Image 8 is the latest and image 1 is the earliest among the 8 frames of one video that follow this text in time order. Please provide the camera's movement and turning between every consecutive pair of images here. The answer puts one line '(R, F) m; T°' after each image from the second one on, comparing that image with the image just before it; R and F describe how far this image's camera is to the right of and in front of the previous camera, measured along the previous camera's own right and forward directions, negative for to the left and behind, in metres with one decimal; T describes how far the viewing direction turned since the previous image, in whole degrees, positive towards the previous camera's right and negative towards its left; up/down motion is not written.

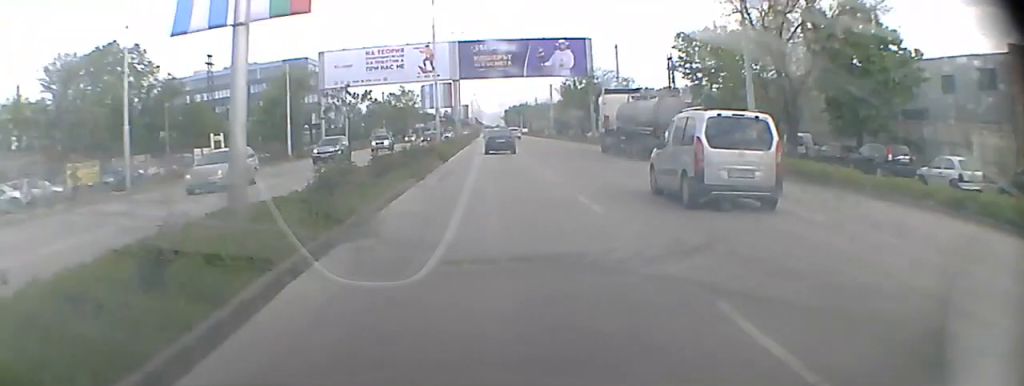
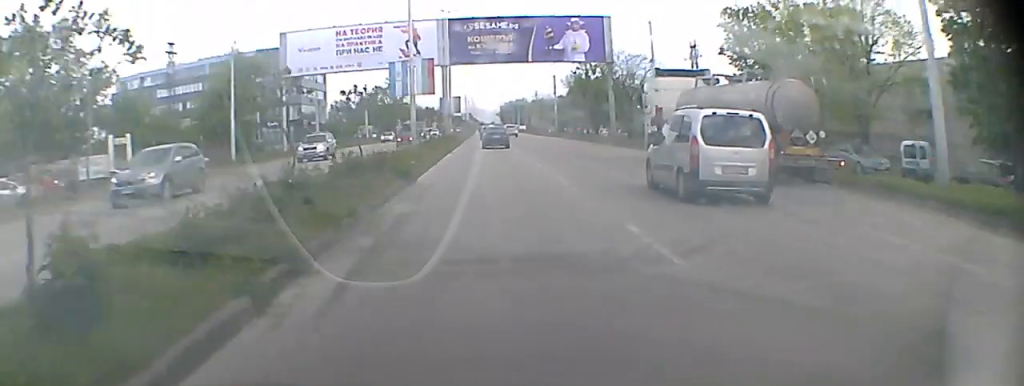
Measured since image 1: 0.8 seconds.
(0.0, +12.0) m; 0°
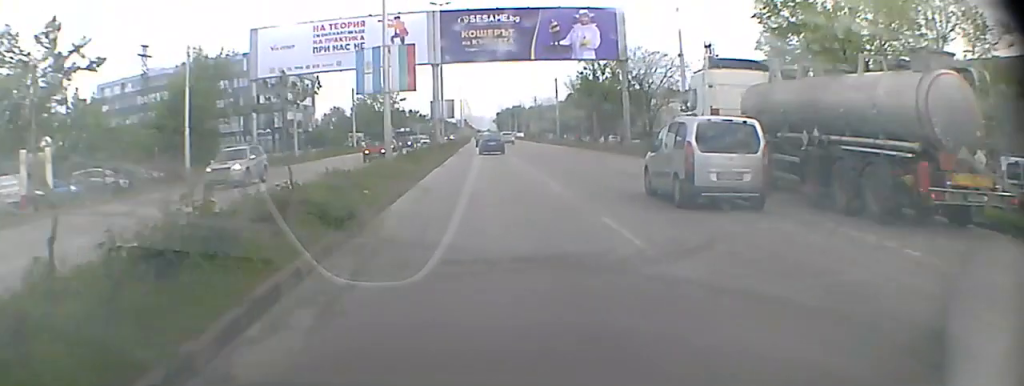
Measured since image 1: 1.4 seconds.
(0.0, +9.0) m; 0°
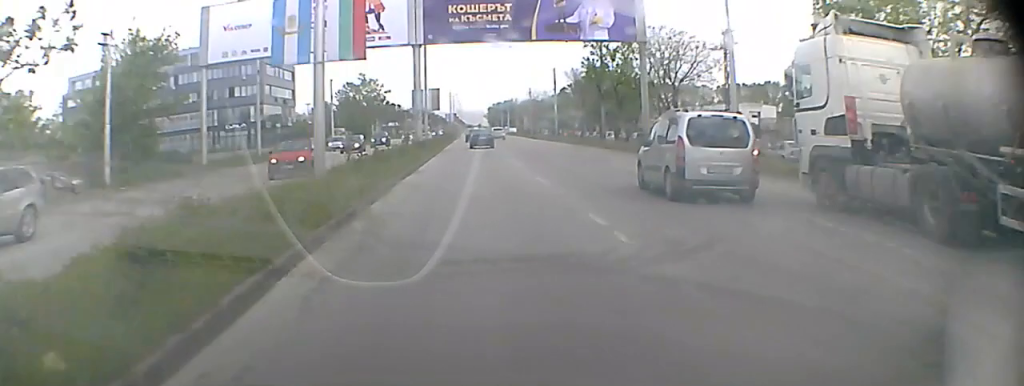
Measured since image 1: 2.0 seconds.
(0.0, +9.0) m; 0°
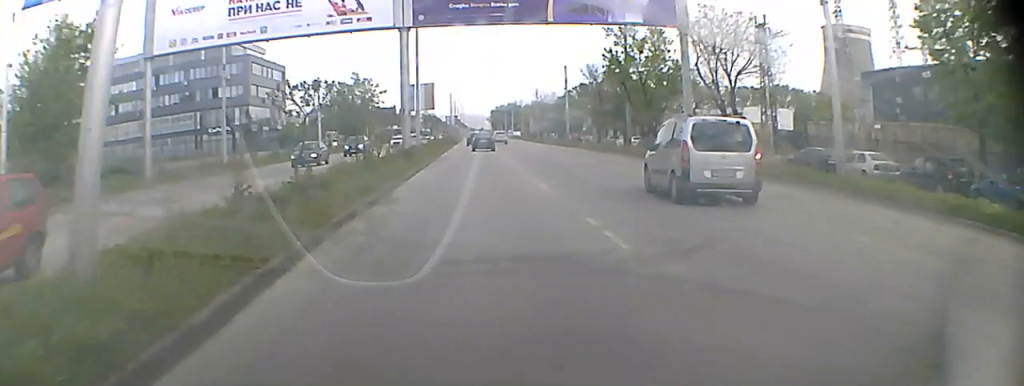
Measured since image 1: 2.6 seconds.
(0.0, +9.0) m; 0°
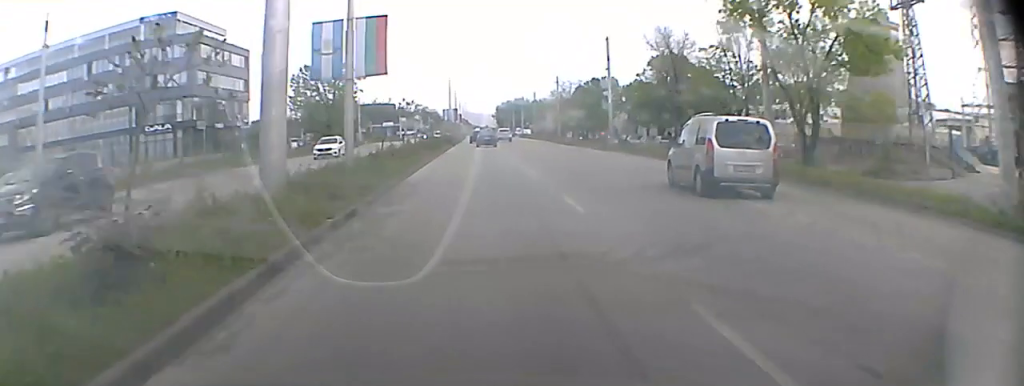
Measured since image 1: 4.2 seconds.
(0.0, +23.8) m; 0°
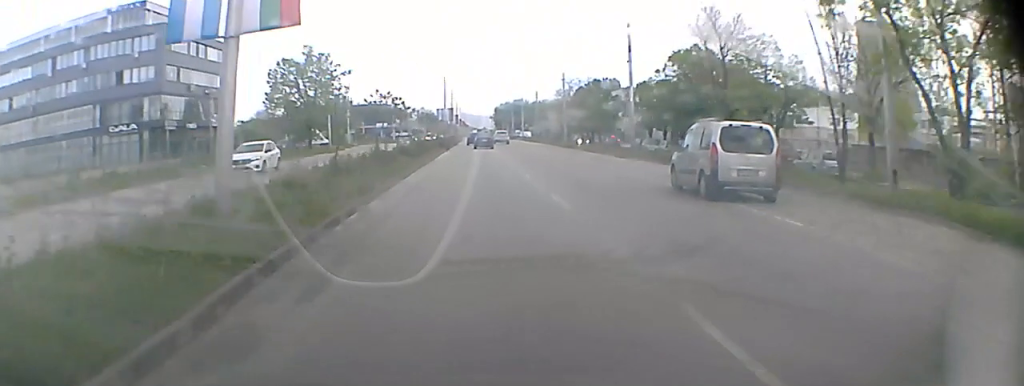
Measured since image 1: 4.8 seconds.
(0.0, +8.9) m; 0°
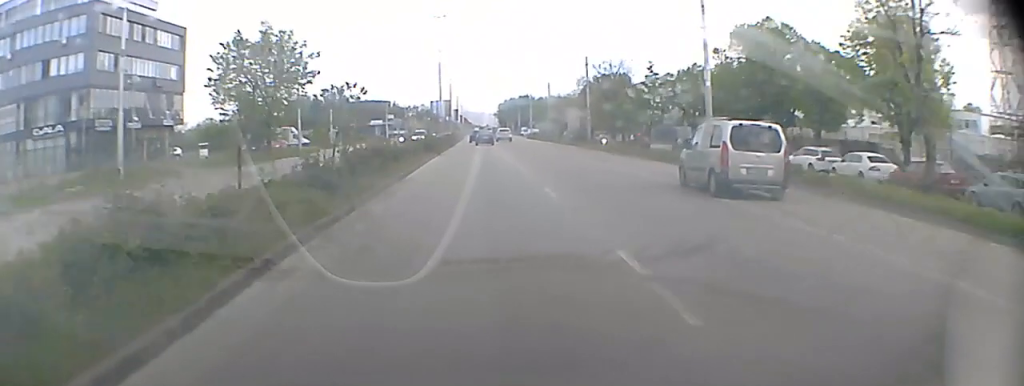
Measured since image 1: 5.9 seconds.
(0.0, +16.2) m; 0°
